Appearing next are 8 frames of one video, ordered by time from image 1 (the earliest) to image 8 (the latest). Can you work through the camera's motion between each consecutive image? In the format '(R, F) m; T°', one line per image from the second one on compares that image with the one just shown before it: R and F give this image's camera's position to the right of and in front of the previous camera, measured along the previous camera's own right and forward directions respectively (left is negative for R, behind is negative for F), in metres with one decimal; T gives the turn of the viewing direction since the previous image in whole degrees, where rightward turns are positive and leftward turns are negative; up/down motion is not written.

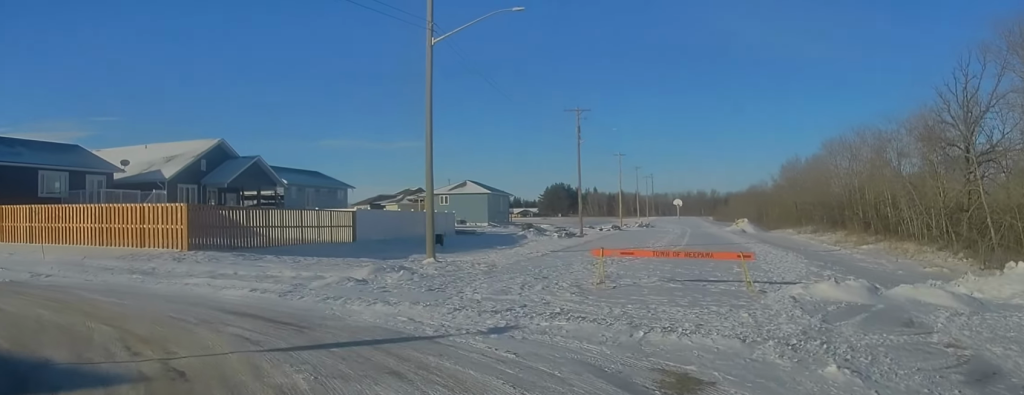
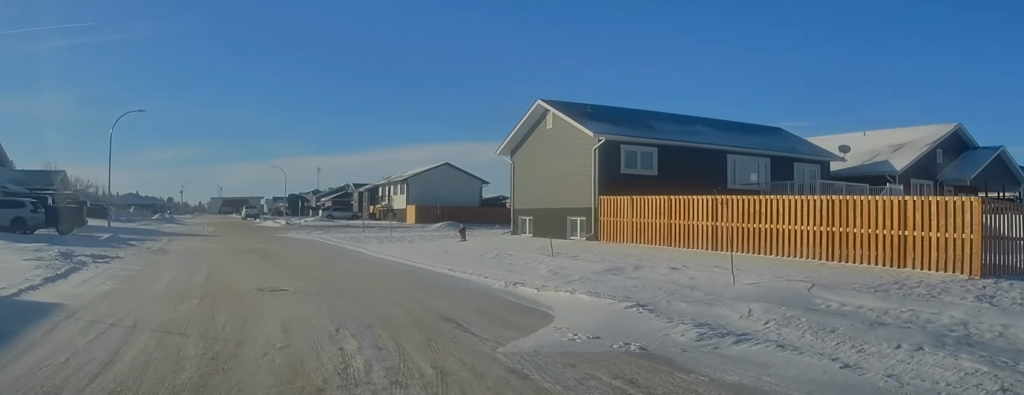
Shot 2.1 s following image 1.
(-4.8, +10.3) m; -48°
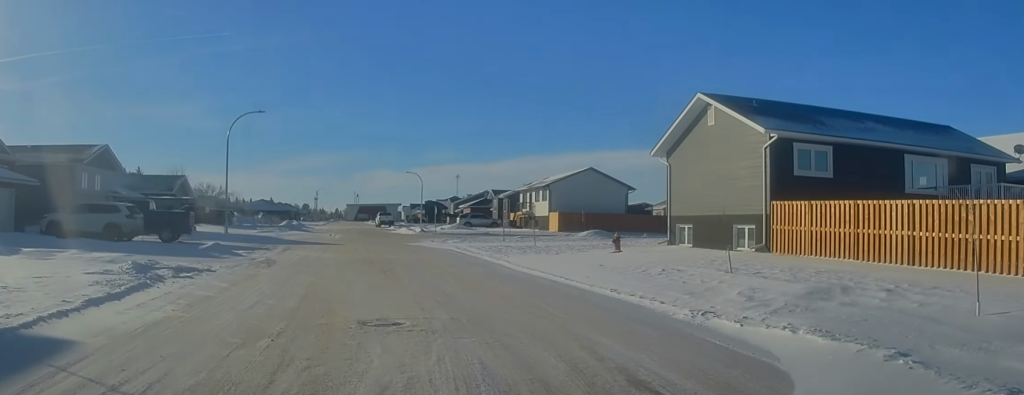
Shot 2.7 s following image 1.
(-0.5, +3.4) m; -10°
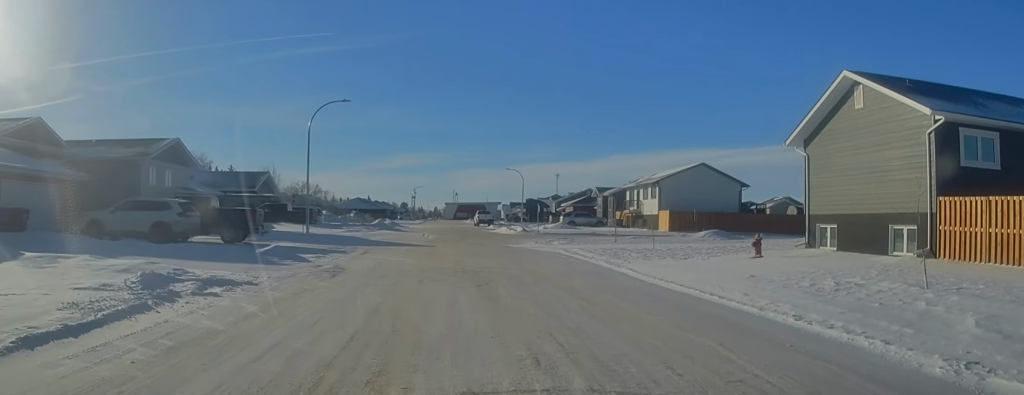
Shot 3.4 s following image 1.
(-0.4, +4.2) m; -10°
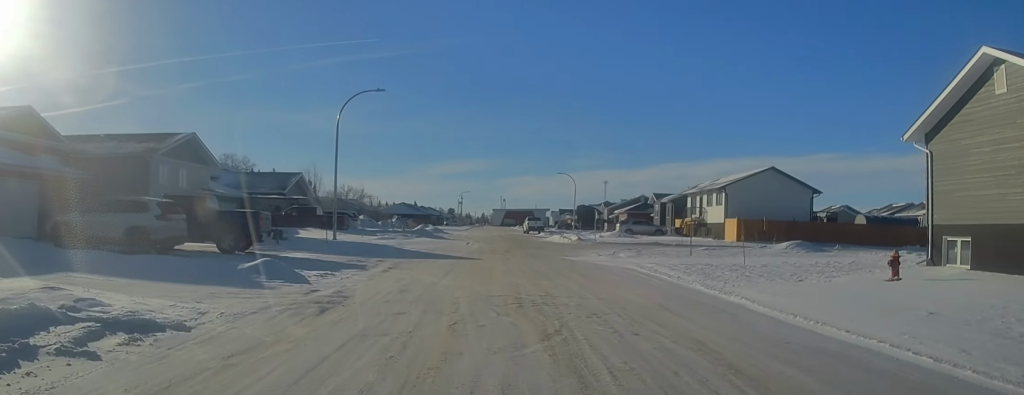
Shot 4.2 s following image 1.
(-0.4, +5.5) m; -4°
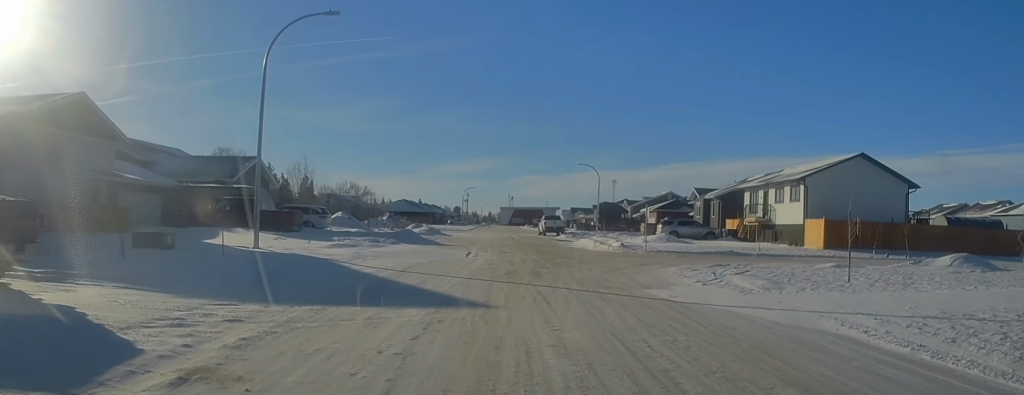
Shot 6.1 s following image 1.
(-0.1, +14.6) m; -1°
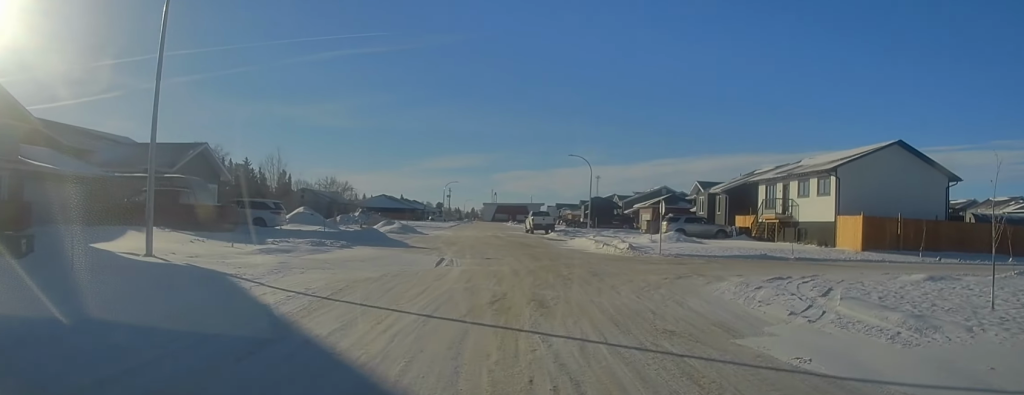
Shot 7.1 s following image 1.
(0.0, +7.3) m; 0°
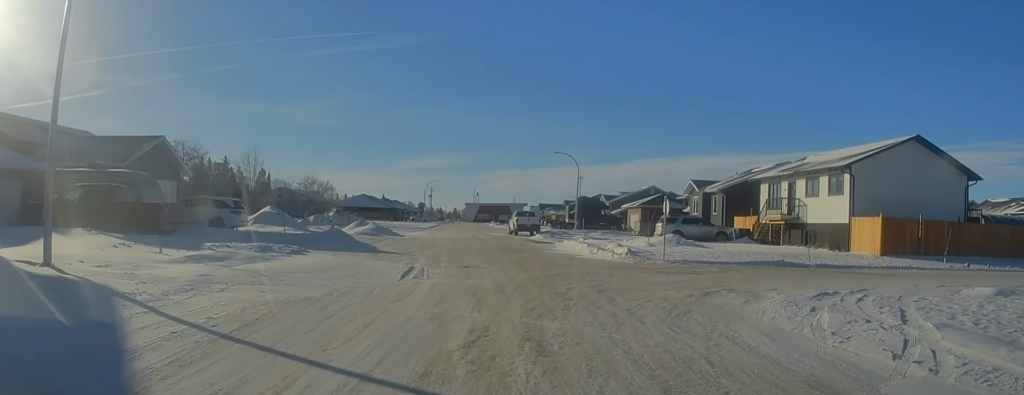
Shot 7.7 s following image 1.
(0.0, +4.1) m; 0°
